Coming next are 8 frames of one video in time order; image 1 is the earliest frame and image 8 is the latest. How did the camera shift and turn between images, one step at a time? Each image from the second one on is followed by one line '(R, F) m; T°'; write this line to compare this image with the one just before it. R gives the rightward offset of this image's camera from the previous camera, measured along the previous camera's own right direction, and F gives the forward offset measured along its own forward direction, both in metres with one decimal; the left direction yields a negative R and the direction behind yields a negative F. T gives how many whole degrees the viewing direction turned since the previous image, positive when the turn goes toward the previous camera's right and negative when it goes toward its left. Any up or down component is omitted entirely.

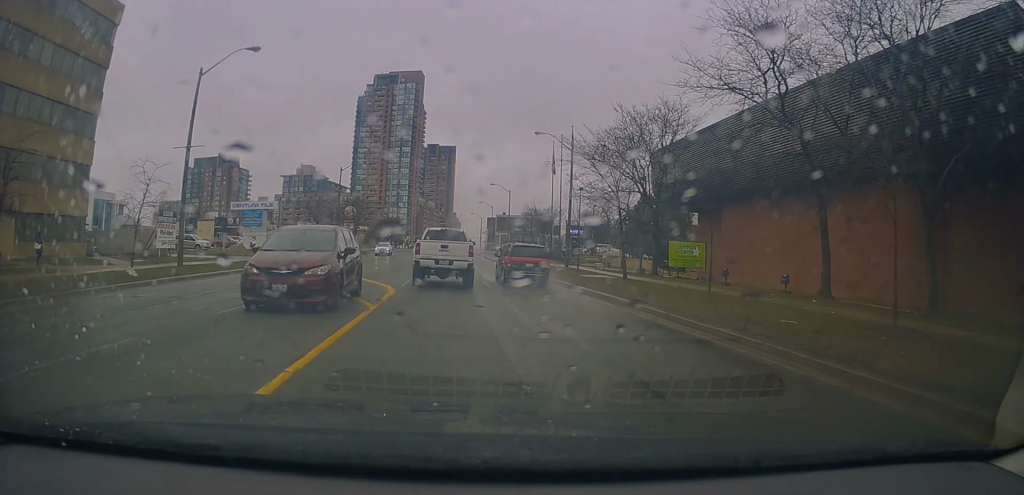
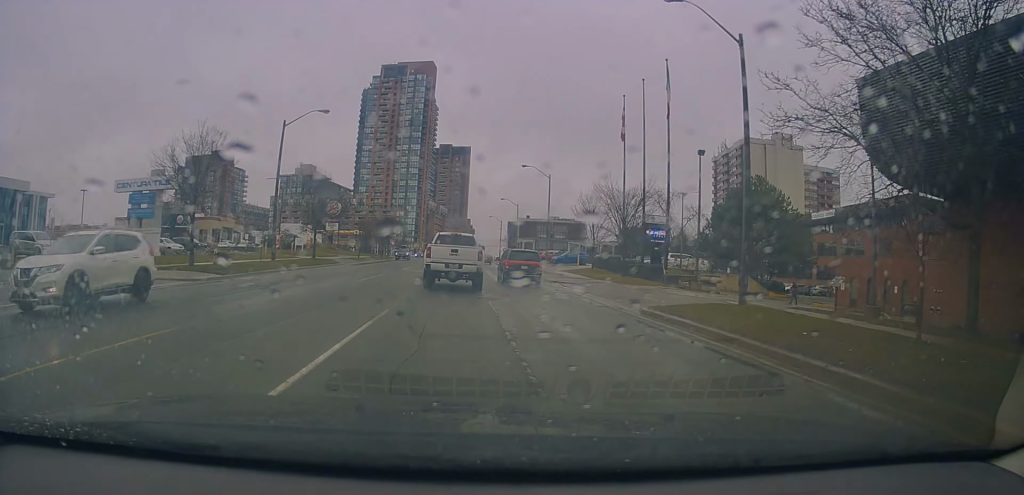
(+1.1, +27.8) m; +2°
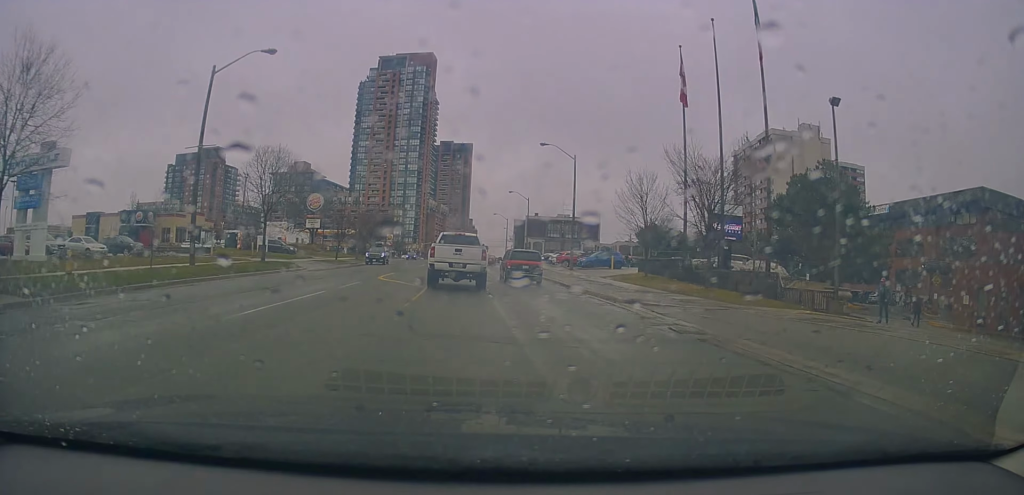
(0.0, +13.0) m; -1°
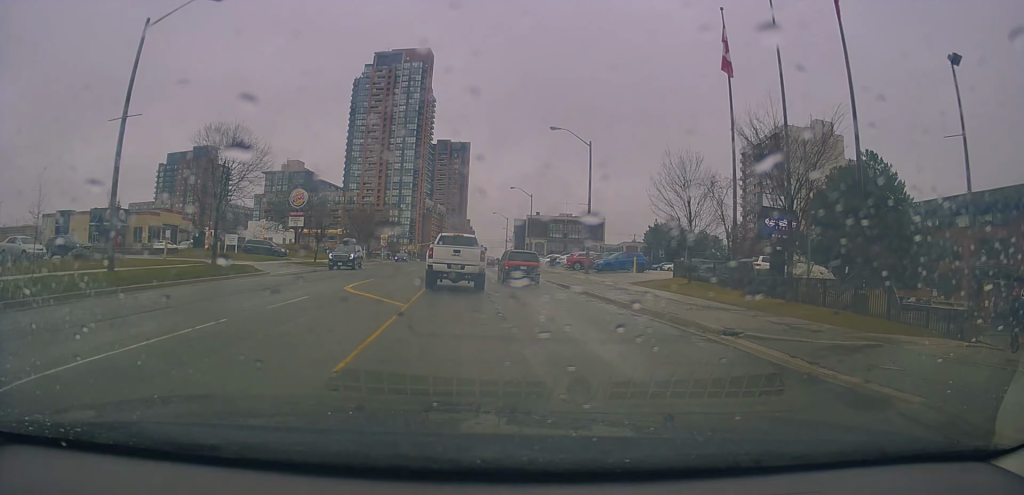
(-0.3, +7.2) m; -1°
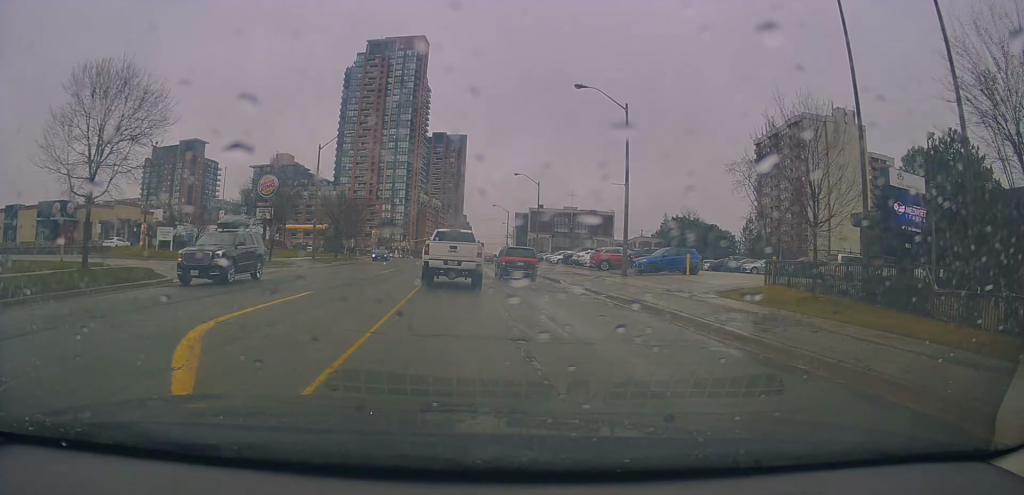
(+0.3, +11.1) m; +2°
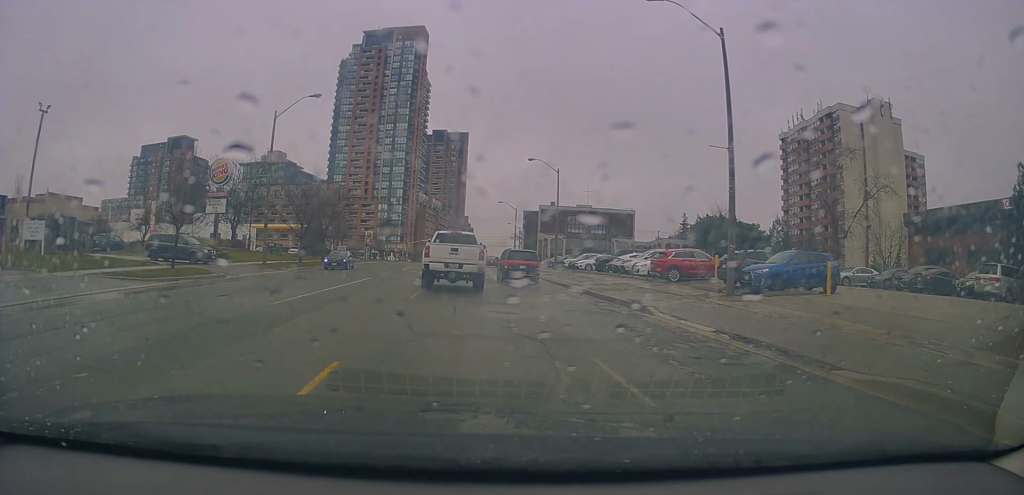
(+0.2, +13.4) m; 0°
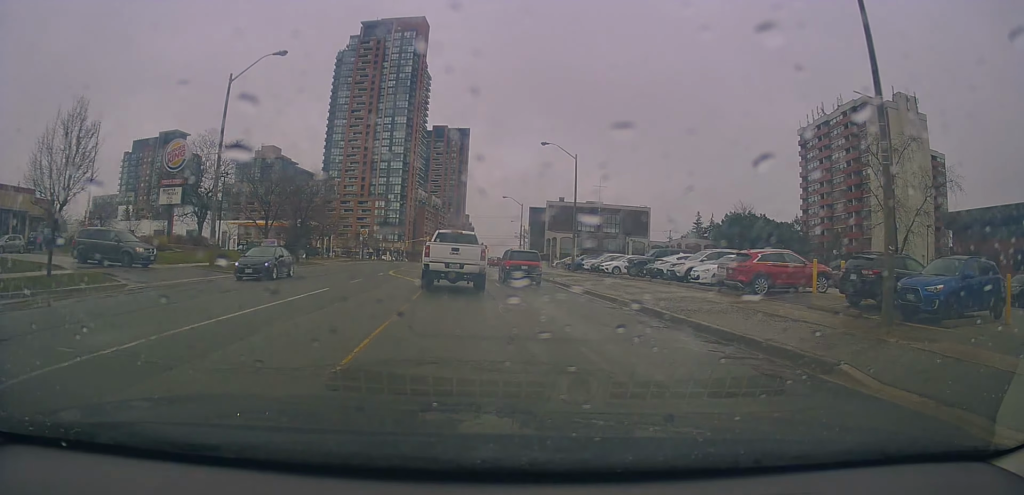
(-0.1, +8.8) m; -2°
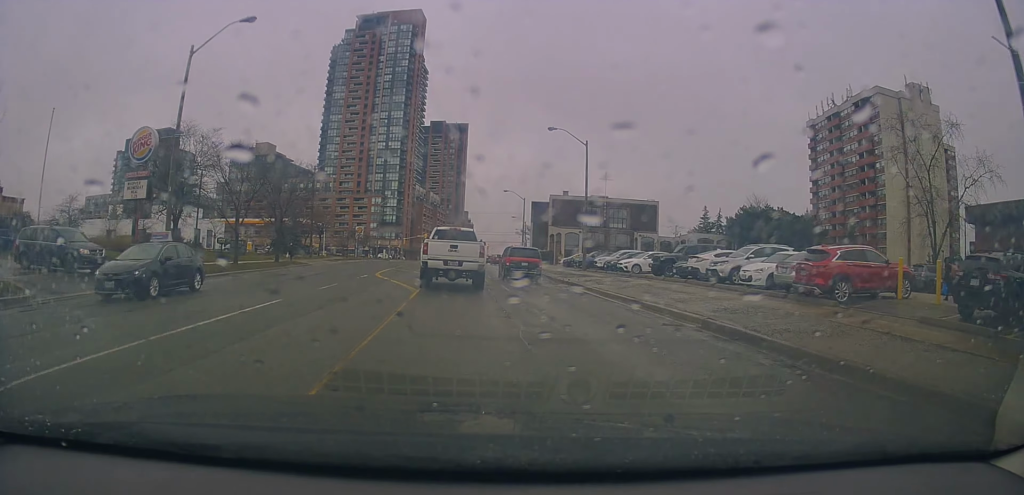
(0.0, +5.4) m; -1°
